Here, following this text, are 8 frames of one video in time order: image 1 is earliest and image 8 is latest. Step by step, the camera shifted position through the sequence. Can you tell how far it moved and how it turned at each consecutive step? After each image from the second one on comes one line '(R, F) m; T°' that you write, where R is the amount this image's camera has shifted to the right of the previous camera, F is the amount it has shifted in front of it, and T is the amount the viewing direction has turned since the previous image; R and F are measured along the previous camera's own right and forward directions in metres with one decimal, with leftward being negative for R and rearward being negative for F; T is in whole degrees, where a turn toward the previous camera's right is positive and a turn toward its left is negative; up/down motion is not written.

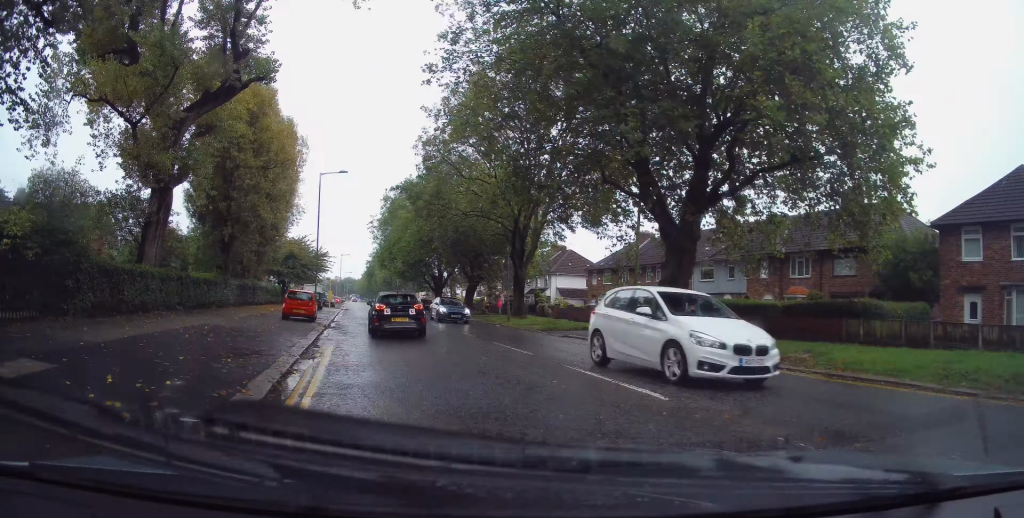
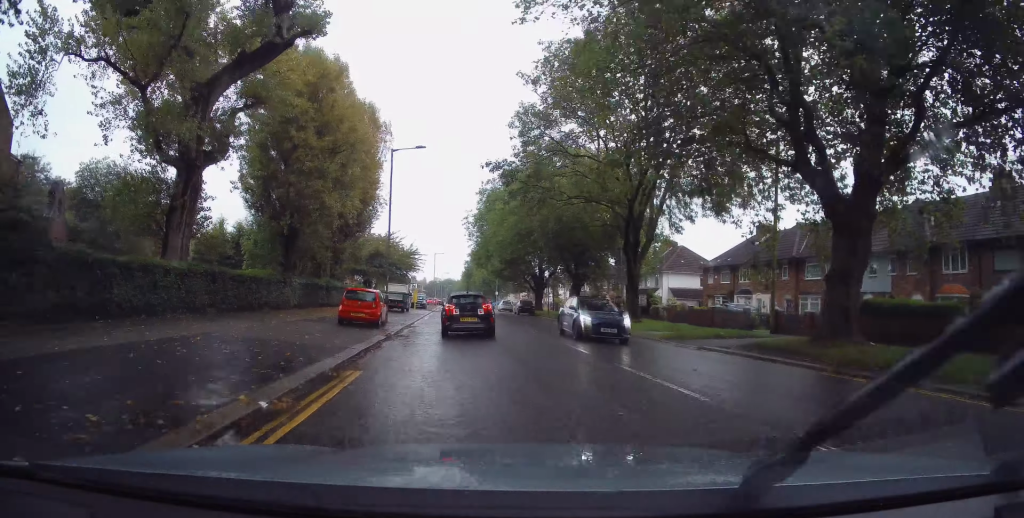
(-0.2, +5.4) m; -8°
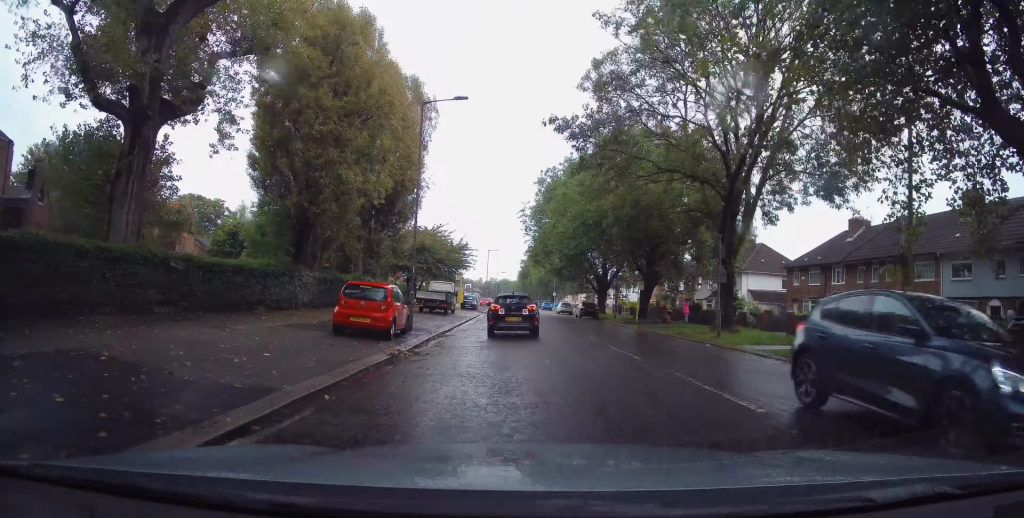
(-0.6, +6.4) m; -7°
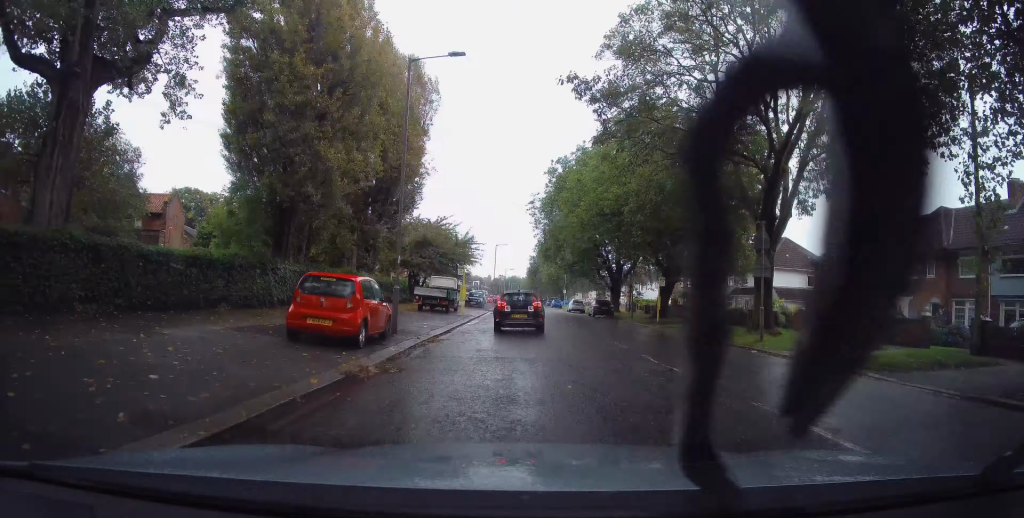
(-0.1, +3.4) m; -2°
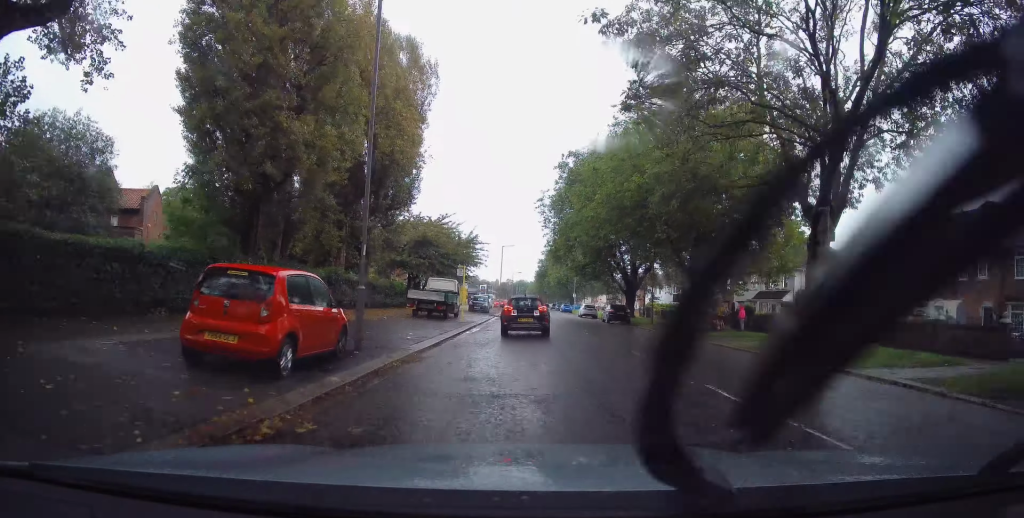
(0.0, +4.0) m; -2°
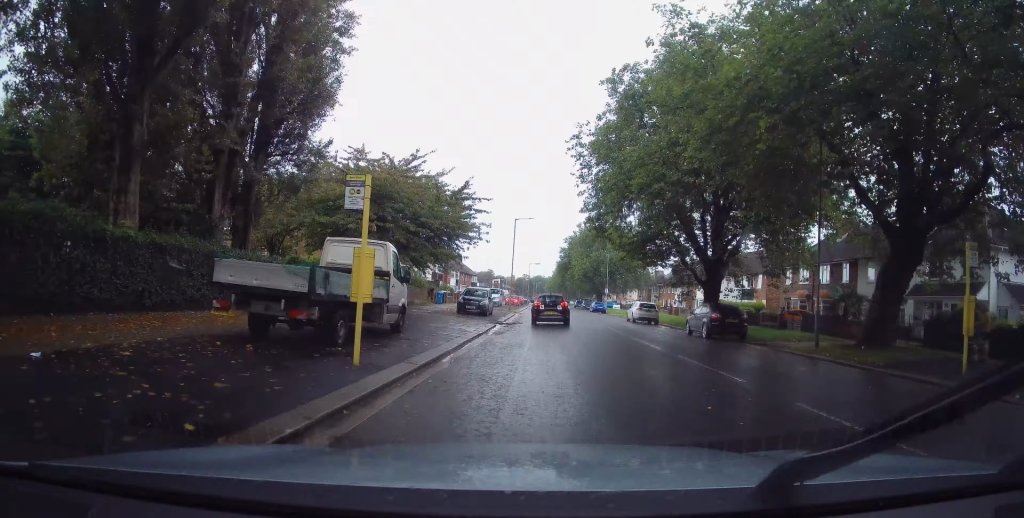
(-0.5, +19.6) m; -1°
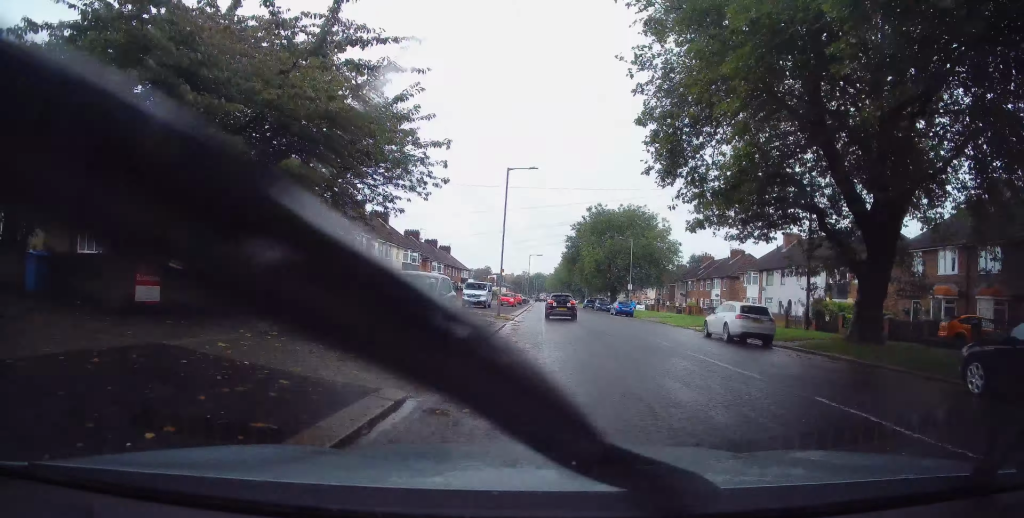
(-0.3, +17.6) m; +2°
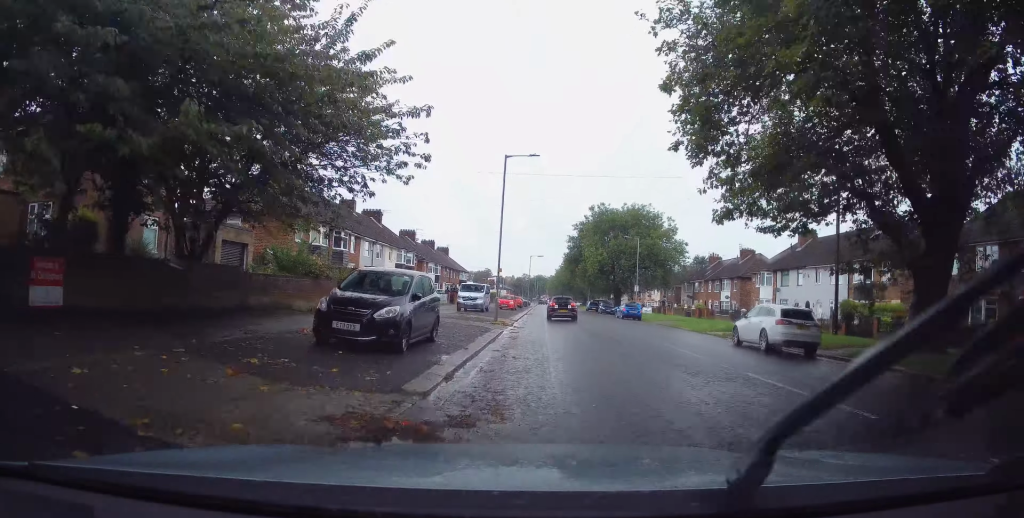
(0.0, +3.4) m; +1°
